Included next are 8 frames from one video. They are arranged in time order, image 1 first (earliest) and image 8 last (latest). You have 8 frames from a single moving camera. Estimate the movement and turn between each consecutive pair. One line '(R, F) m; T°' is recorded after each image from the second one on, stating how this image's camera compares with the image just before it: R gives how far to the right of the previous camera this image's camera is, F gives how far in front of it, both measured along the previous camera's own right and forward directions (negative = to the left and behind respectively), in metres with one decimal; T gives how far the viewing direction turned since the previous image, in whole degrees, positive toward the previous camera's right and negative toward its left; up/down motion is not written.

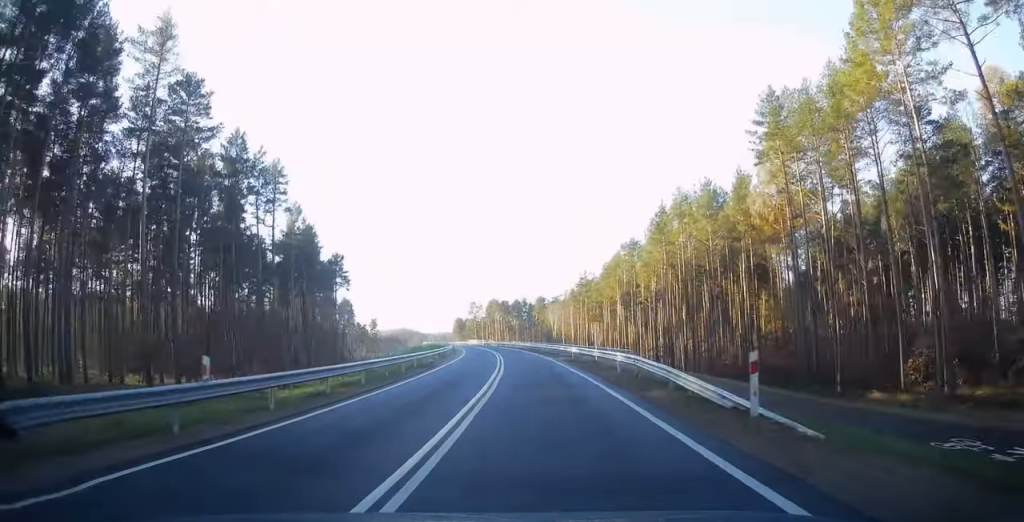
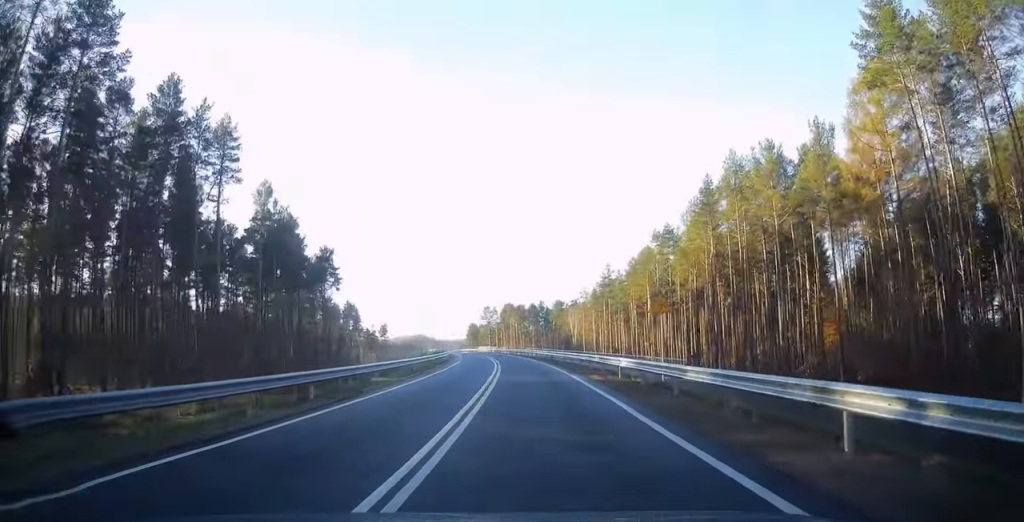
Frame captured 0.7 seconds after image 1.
(-0.1, +17.1) m; -2°
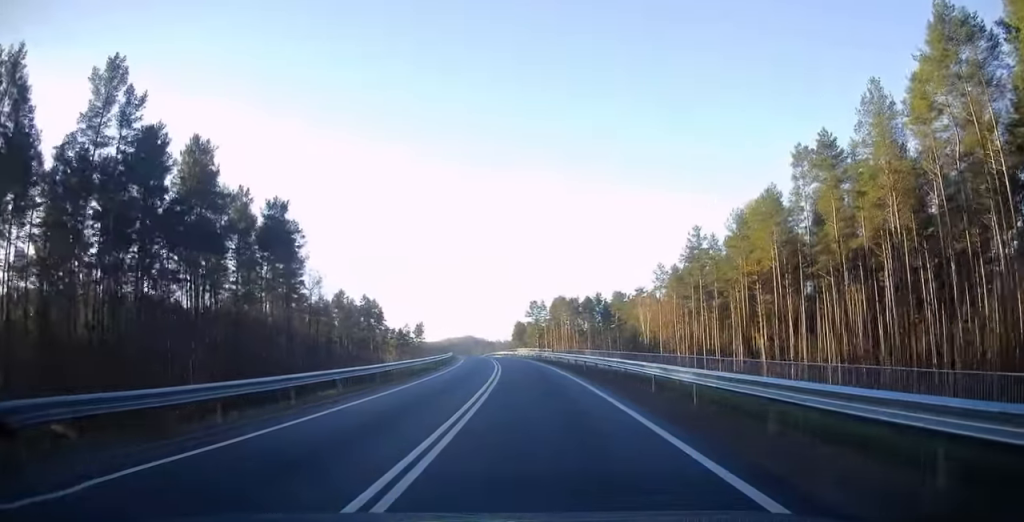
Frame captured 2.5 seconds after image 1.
(-2.0, +41.8) m; -5°
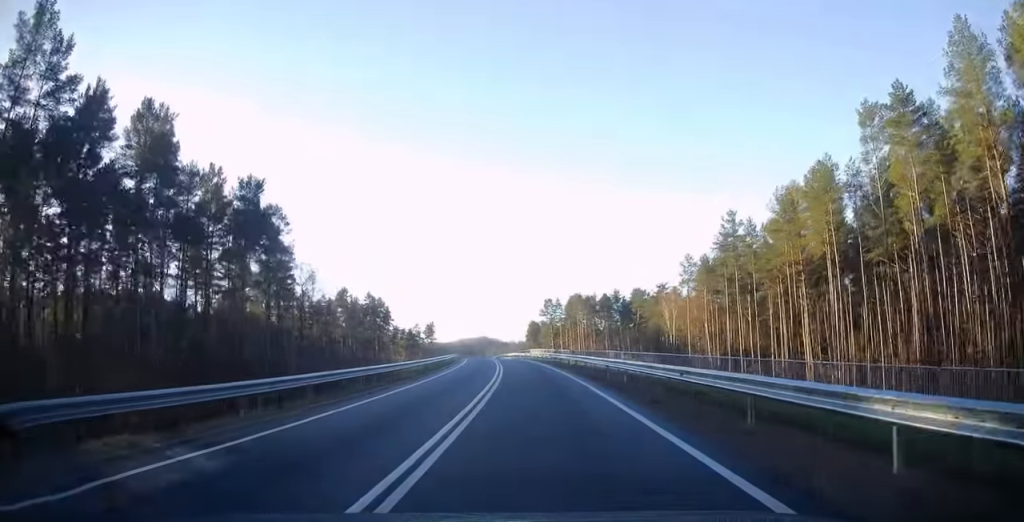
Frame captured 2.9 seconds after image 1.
(-0.1, +11.2) m; -1°
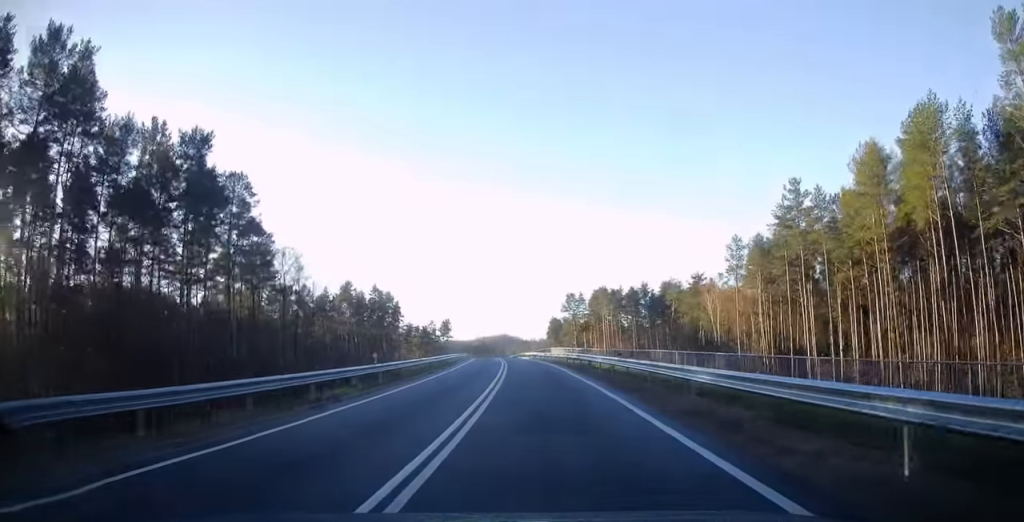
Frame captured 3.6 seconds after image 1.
(-0.1, +16.0) m; -2°
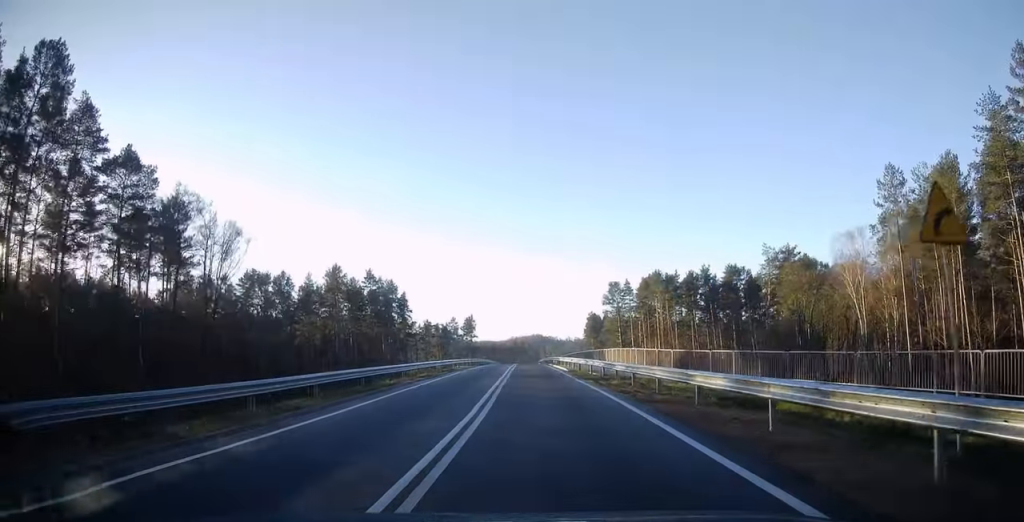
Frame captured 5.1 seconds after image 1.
(-1.3, +36.3) m; -3°
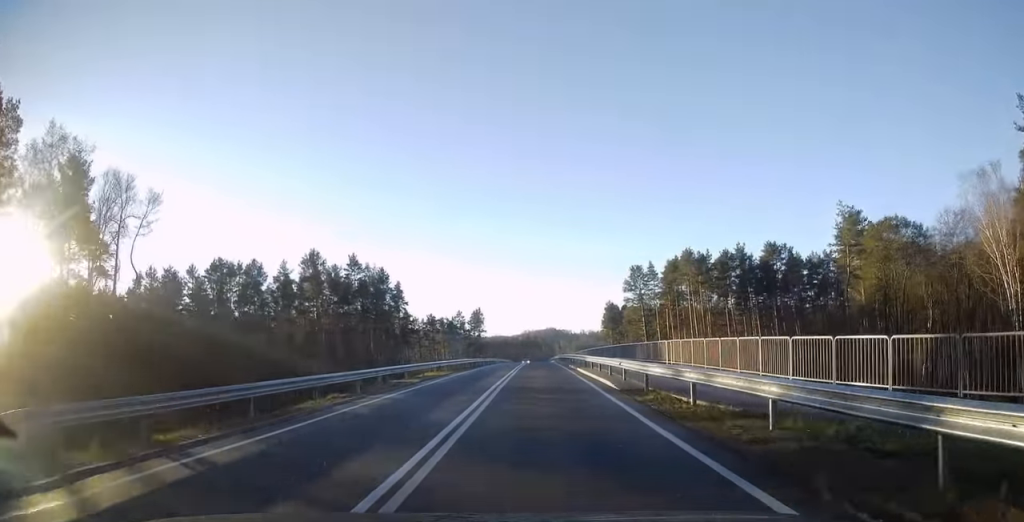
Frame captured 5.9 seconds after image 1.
(-0.2, +20.1) m; -1°
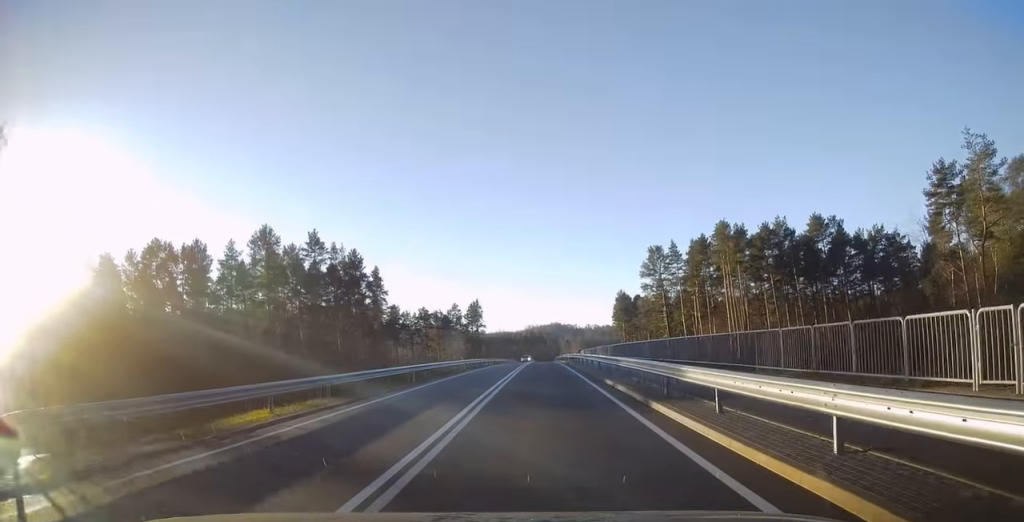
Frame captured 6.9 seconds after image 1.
(-0.1, +22.9) m; -1°
